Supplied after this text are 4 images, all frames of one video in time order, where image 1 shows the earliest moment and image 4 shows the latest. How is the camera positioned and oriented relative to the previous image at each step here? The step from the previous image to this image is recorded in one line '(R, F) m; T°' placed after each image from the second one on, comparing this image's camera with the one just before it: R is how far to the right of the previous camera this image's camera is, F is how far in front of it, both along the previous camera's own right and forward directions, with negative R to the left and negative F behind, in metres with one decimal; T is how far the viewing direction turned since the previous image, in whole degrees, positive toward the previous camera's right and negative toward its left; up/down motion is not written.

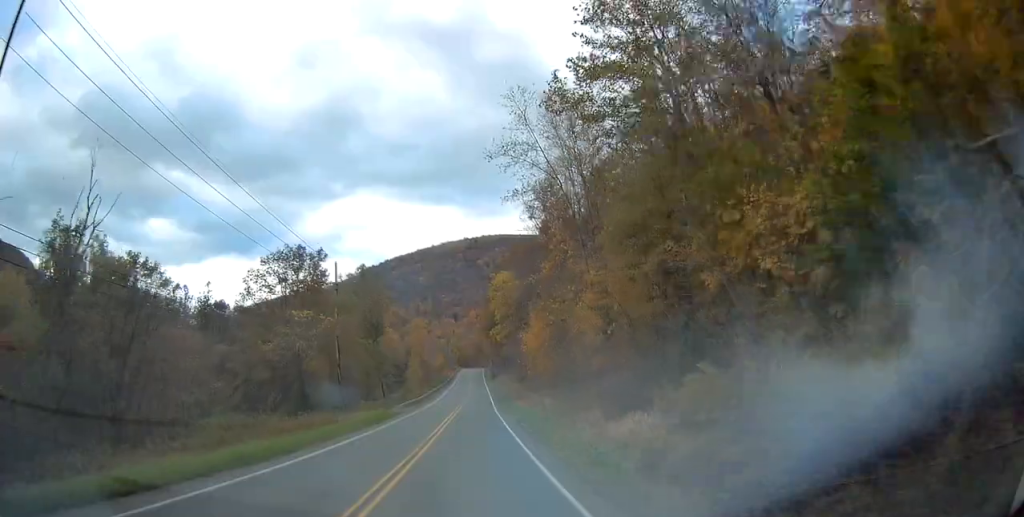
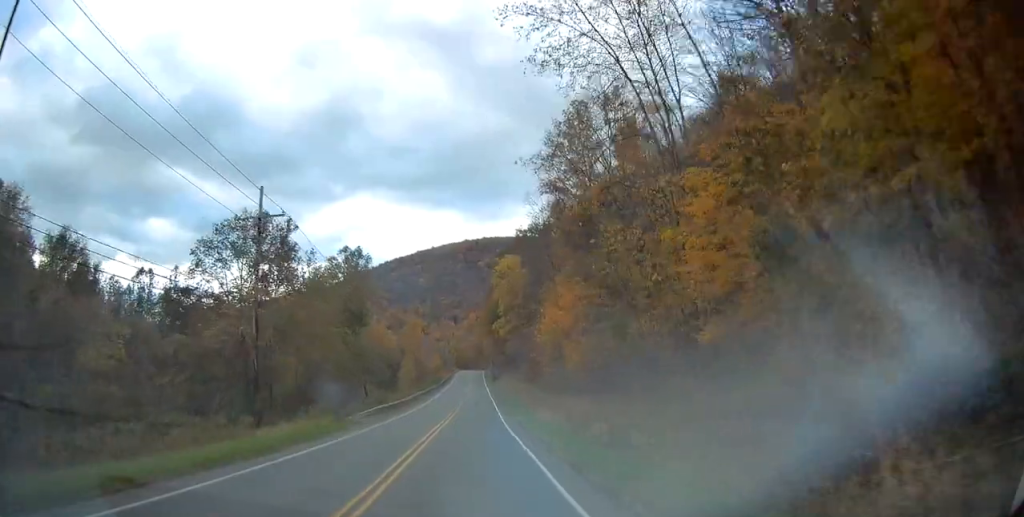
(0.0, +18.7) m; 0°
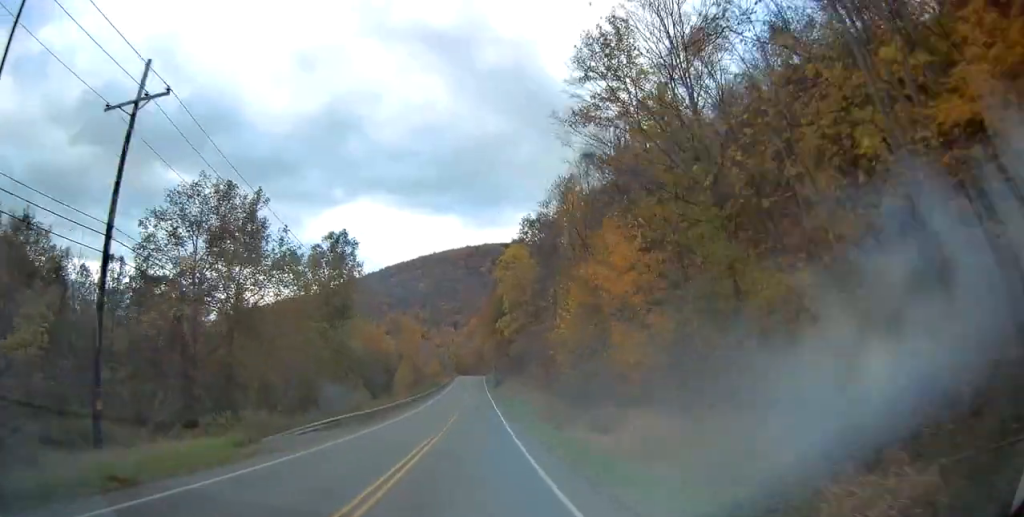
(-0.1, +14.3) m; 0°
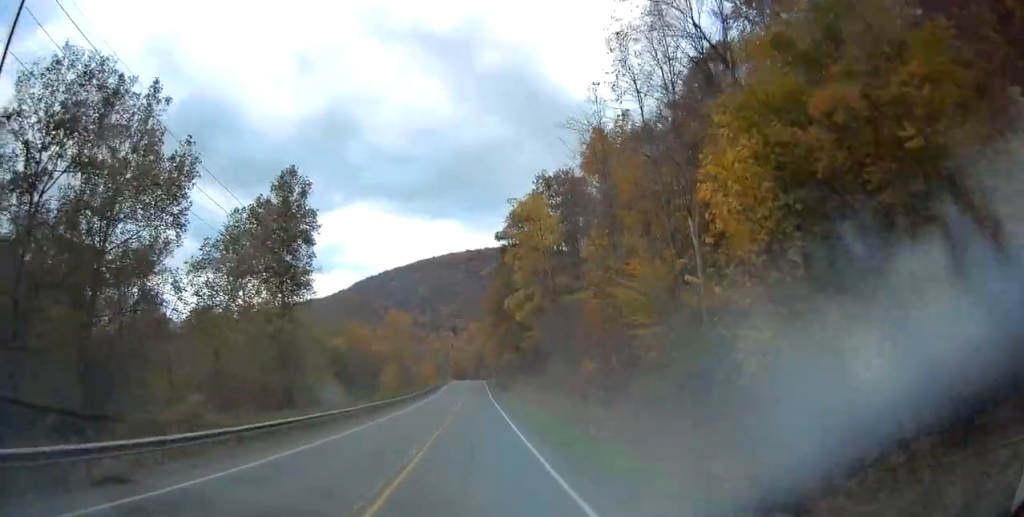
(+0.2, +28.7) m; 0°
